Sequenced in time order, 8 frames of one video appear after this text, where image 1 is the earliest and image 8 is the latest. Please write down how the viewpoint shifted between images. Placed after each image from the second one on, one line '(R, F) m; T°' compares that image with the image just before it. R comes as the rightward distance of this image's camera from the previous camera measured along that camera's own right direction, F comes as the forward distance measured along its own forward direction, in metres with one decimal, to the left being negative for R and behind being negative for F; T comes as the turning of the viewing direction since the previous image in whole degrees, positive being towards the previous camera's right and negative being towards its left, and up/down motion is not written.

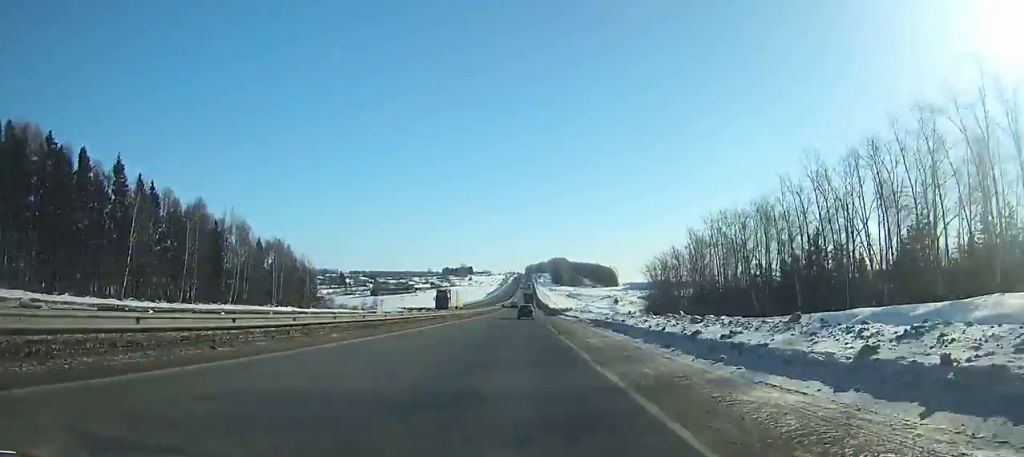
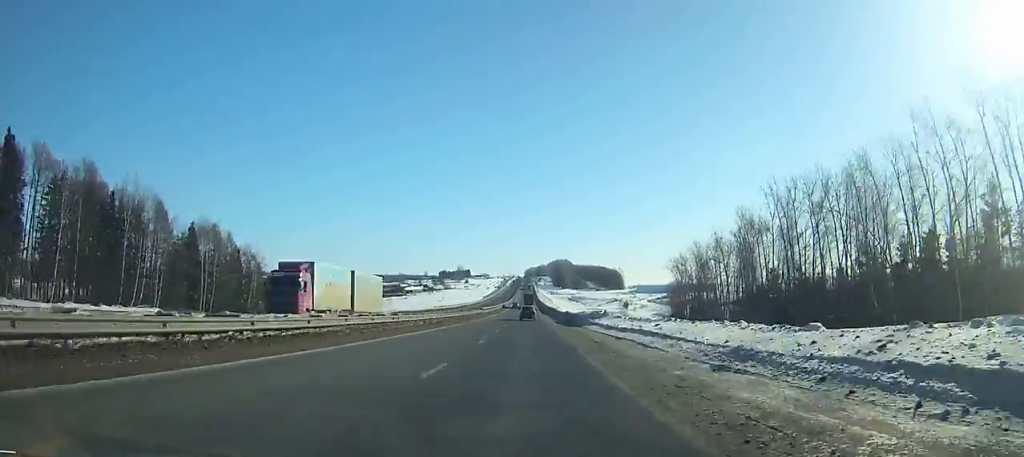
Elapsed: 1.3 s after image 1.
(+0.2, +35.3) m; 0°
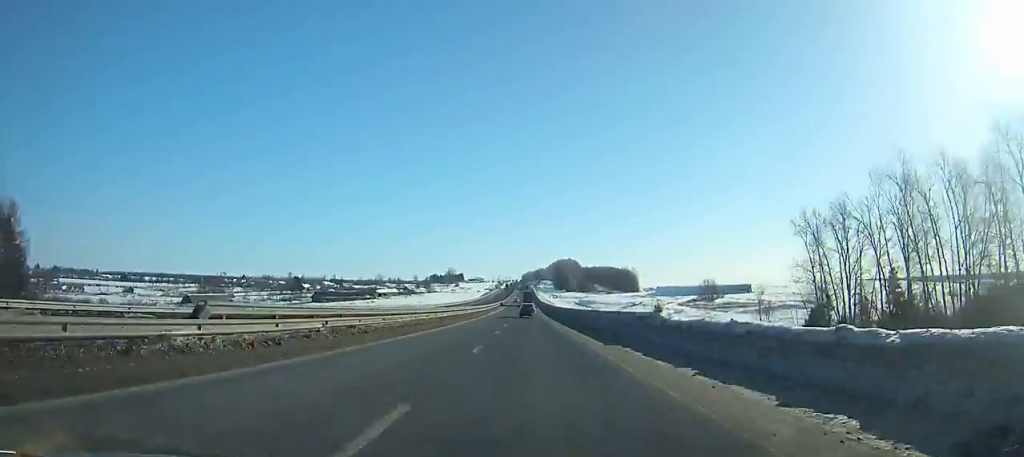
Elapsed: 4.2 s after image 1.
(+0.1, +78.8) m; 0°
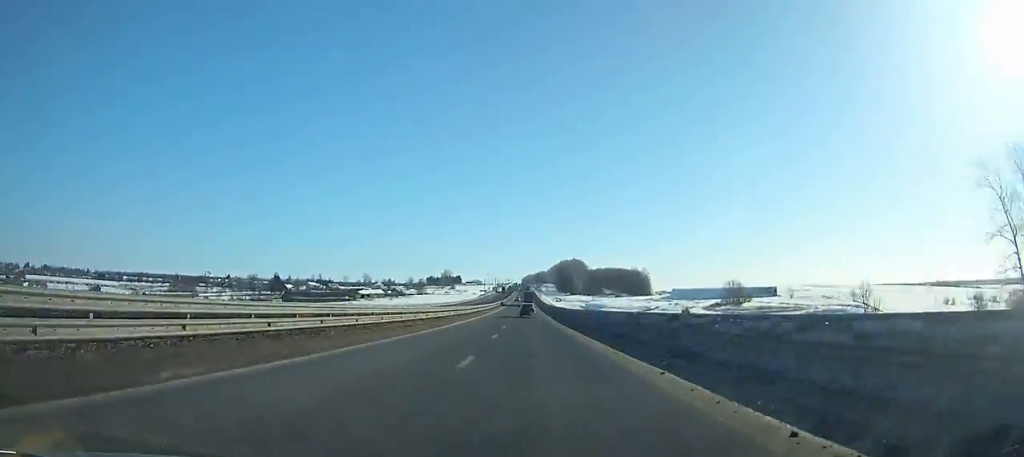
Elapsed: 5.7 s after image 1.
(+0.1, +40.5) m; 0°
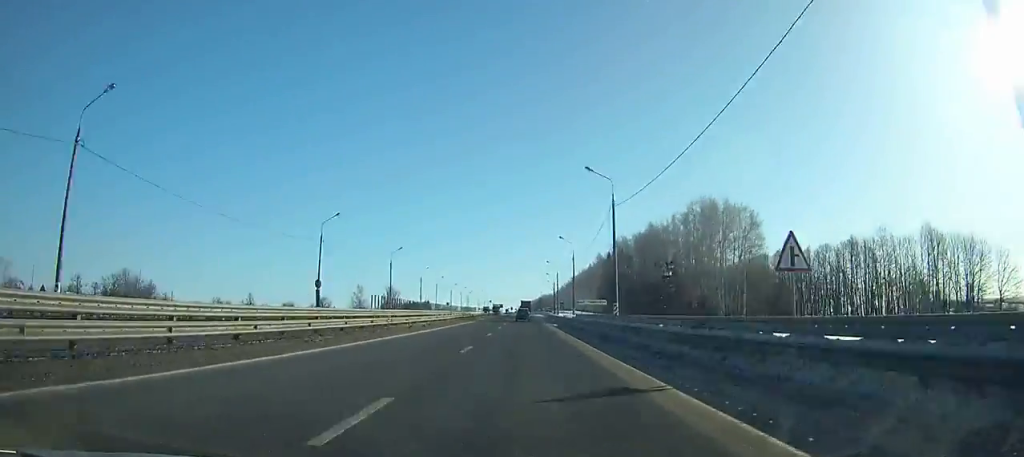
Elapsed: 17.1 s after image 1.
(-0.4, +299.3) m; 0°
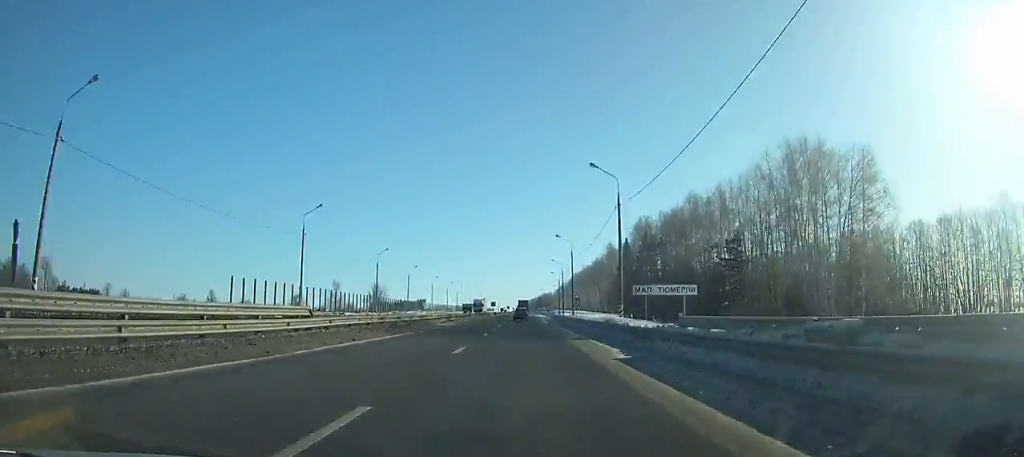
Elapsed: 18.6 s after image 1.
(0.0, +37.6) m; 0°
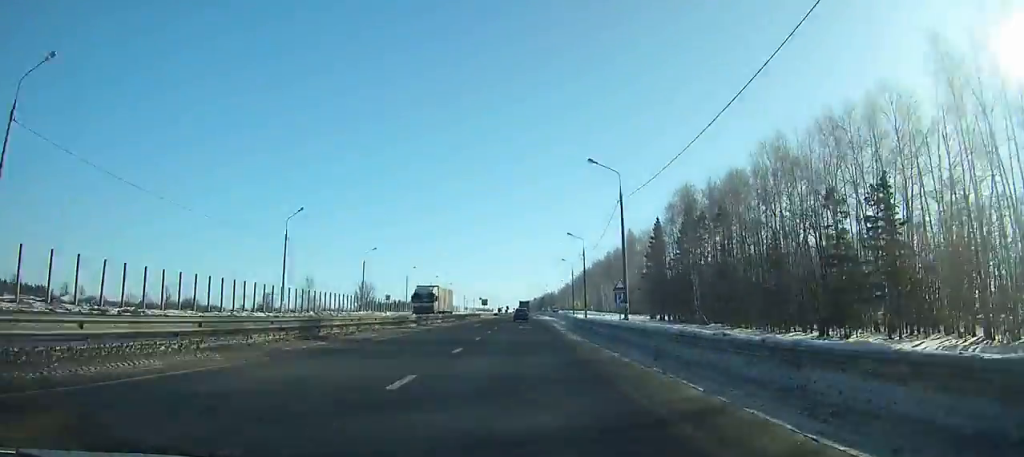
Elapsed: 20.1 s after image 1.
(+0.1, +36.5) m; 0°
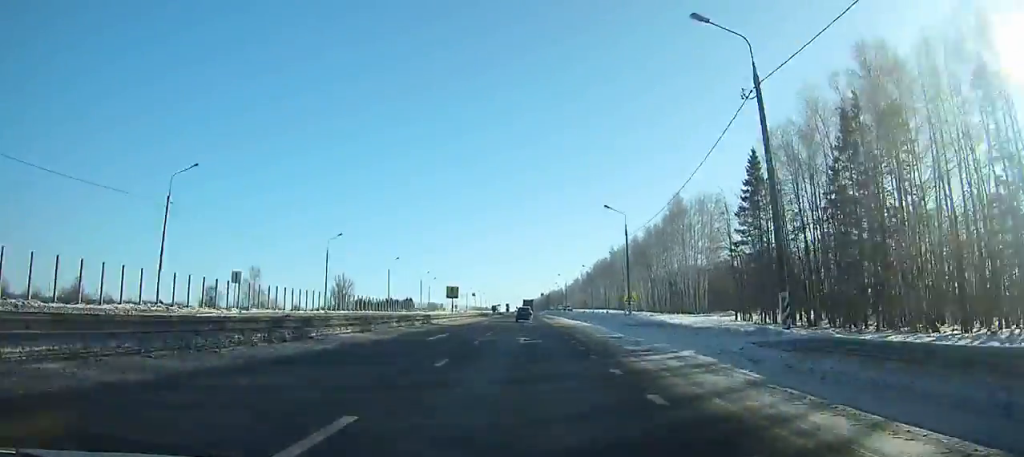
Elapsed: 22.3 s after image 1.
(0.0, +52.8) m; 0°
